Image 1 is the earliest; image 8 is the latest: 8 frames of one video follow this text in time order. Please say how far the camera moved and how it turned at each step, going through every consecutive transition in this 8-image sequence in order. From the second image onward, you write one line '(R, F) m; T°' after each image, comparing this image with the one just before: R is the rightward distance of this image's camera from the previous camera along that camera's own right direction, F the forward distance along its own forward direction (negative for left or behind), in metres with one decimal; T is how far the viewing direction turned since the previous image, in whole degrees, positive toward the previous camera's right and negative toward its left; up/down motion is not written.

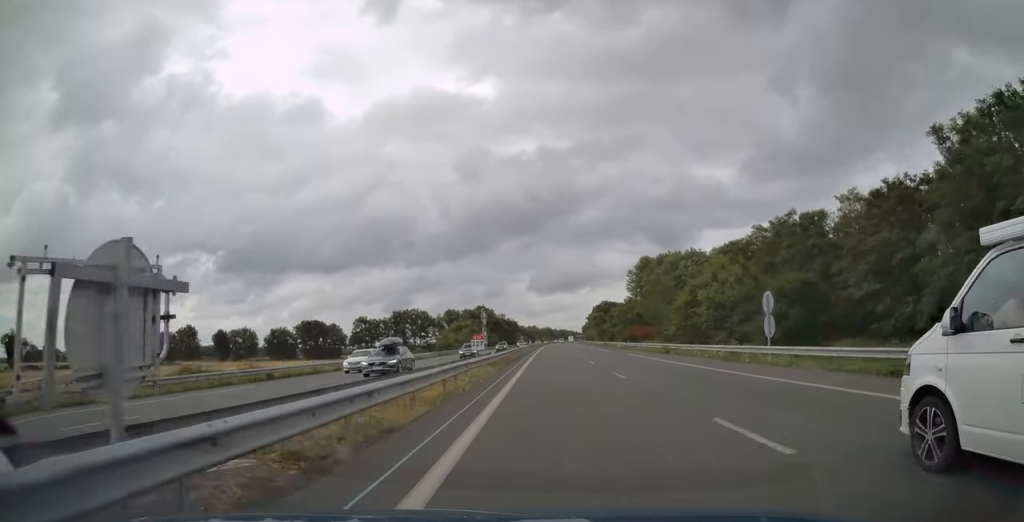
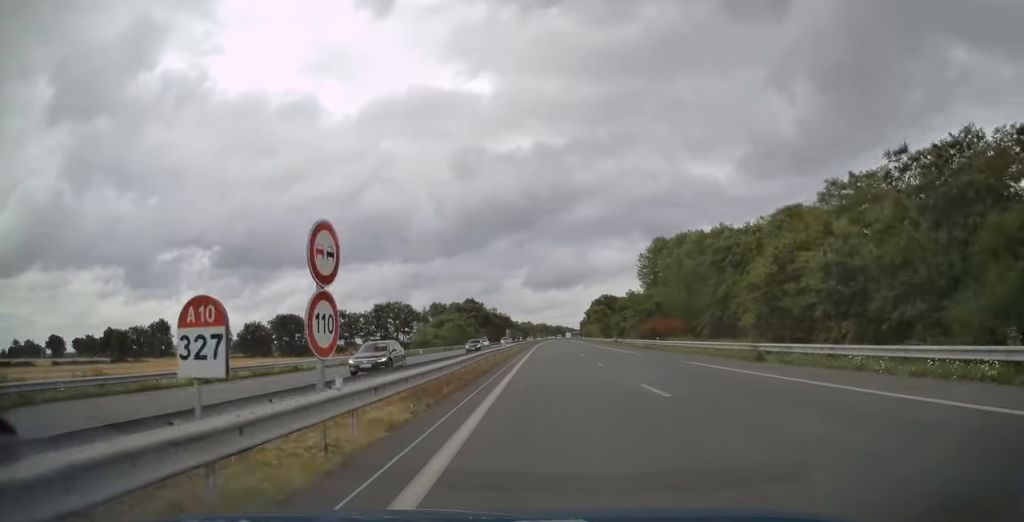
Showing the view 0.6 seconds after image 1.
(+0.2, +19.9) m; 0°
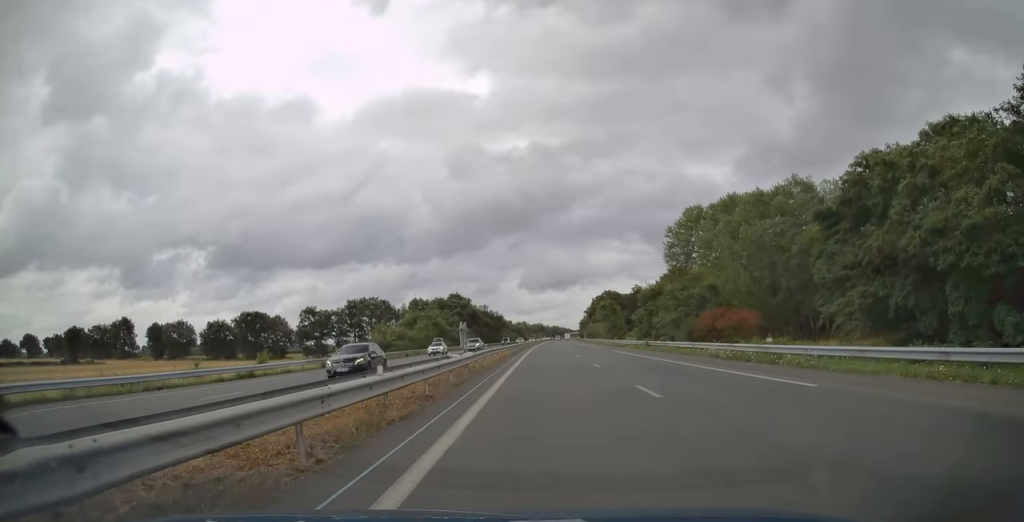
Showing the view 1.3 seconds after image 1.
(+0.2, +25.9) m; 0°
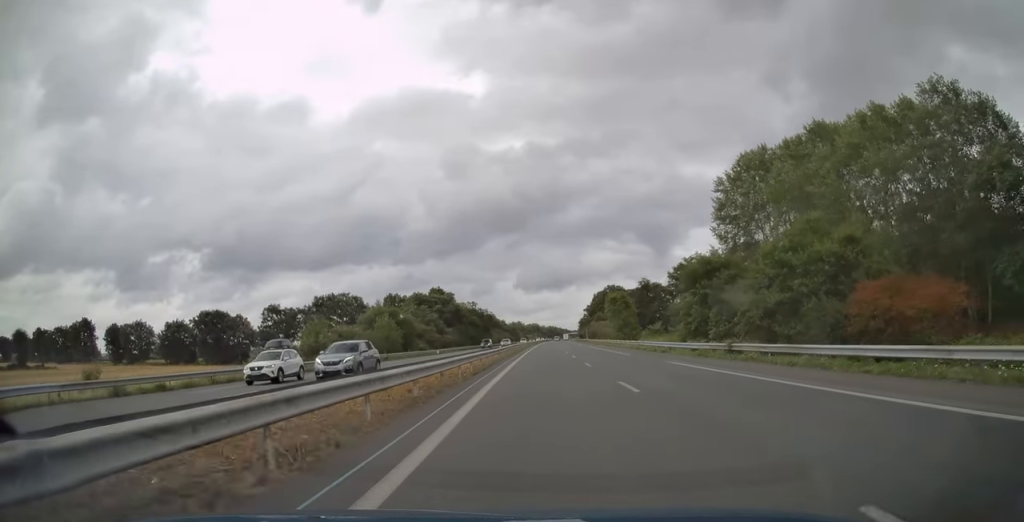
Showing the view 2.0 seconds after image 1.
(0.0, +24.6) m; 0°
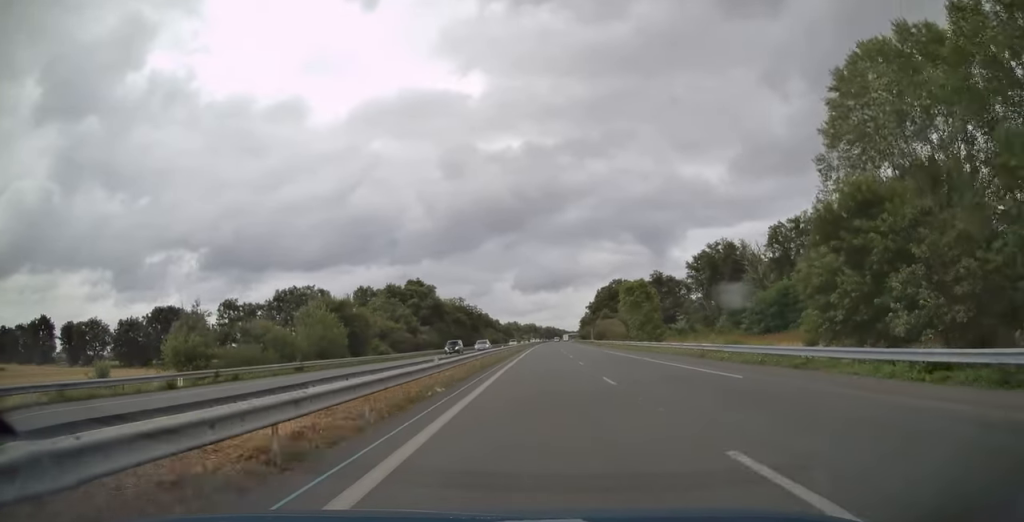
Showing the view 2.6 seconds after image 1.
(+0.2, +23.9) m; 0°
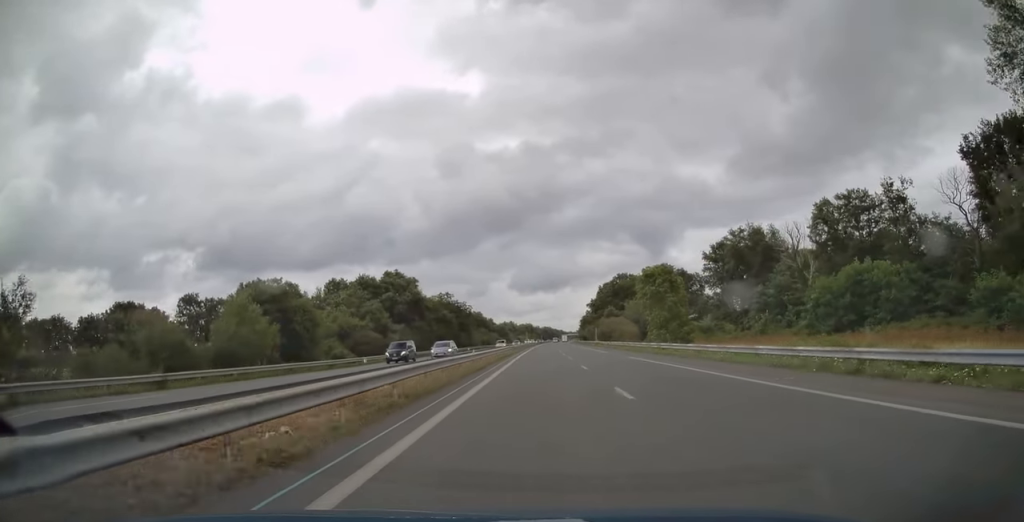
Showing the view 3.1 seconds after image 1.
(+0.1, +17.3) m; 0°
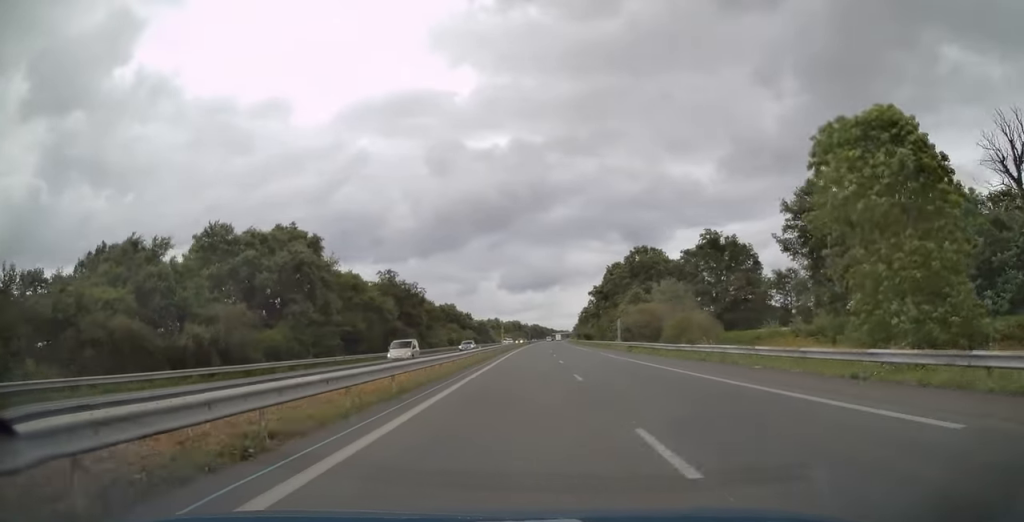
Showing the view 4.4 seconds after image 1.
(+0.2, +46.8) m; +1°
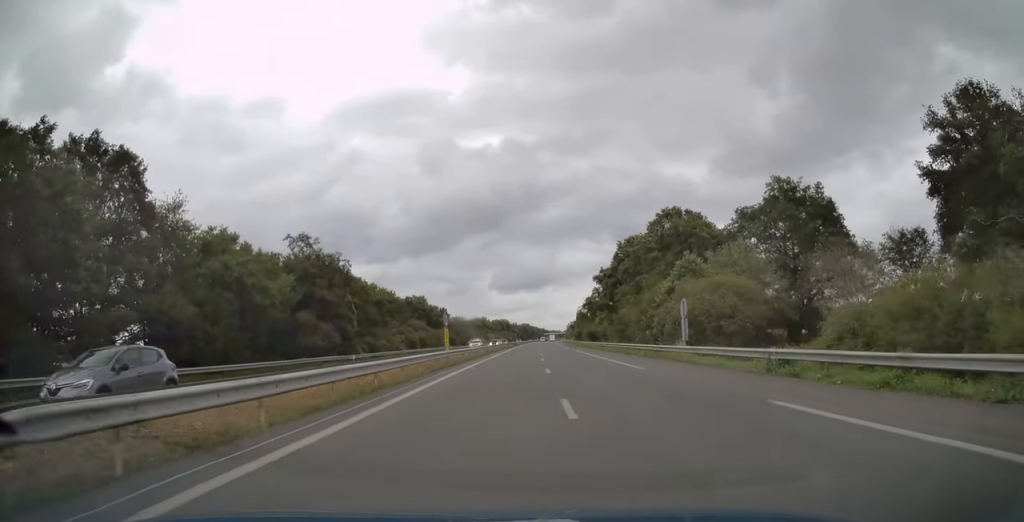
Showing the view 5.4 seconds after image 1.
(+0.3, +34.9) m; +1°
